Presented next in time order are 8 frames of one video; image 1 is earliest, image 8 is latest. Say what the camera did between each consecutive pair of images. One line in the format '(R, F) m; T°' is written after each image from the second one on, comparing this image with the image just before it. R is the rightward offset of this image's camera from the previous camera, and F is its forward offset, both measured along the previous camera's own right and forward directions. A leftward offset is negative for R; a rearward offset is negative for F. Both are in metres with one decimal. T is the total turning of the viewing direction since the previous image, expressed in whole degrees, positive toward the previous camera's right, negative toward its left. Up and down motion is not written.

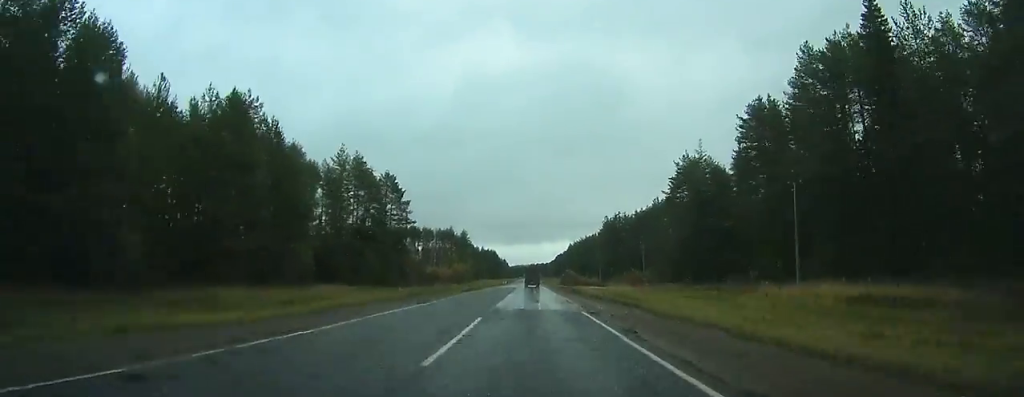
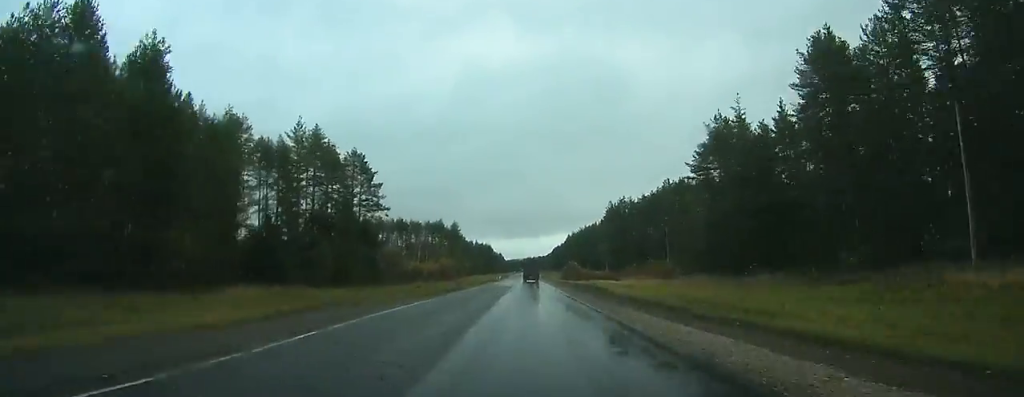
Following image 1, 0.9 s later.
(0.0, +21.2) m; 0°
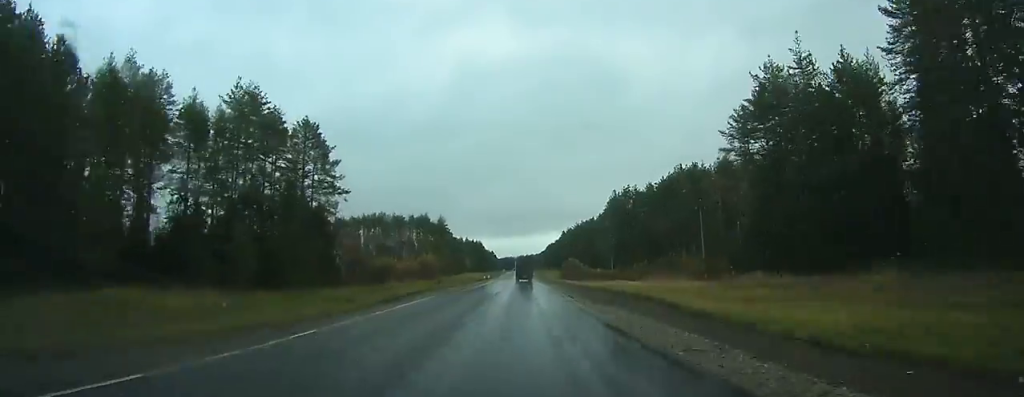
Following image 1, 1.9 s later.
(-0.1, +21.3) m; 0°
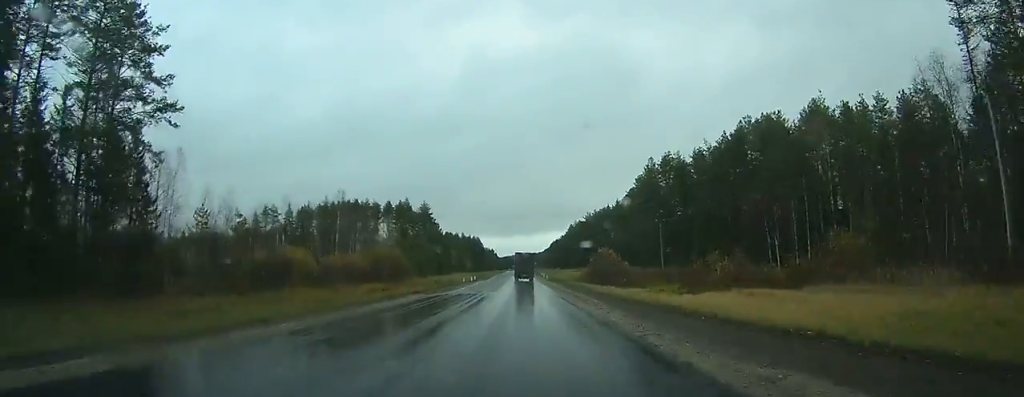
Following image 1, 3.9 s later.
(+0.4, +47.1) m; 0°
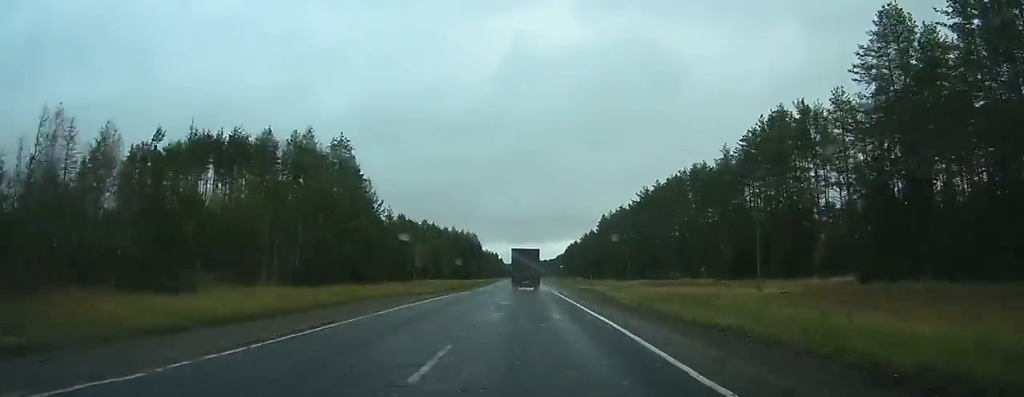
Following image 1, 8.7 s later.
(-1.2, +106.5) m; -1°
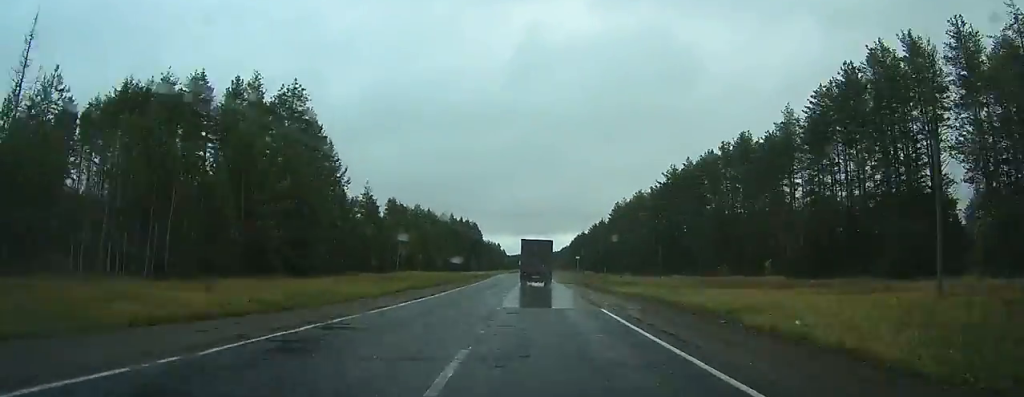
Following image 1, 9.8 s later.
(0.0, +25.3) m; 0°
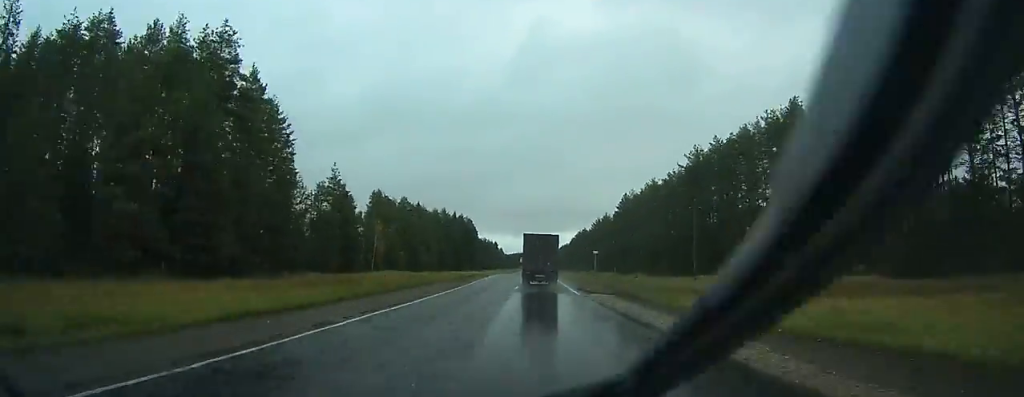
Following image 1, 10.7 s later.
(+0.1, +20.9) m; 0°
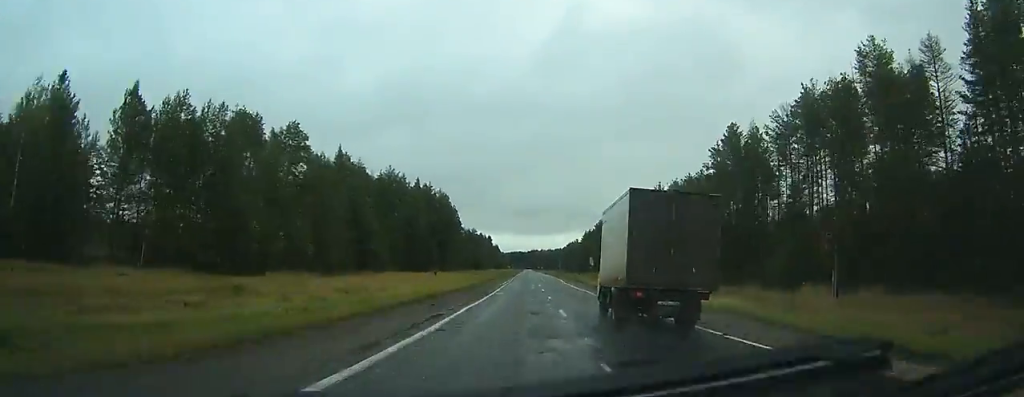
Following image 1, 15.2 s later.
(-0.5, +100.8) m; 0°
